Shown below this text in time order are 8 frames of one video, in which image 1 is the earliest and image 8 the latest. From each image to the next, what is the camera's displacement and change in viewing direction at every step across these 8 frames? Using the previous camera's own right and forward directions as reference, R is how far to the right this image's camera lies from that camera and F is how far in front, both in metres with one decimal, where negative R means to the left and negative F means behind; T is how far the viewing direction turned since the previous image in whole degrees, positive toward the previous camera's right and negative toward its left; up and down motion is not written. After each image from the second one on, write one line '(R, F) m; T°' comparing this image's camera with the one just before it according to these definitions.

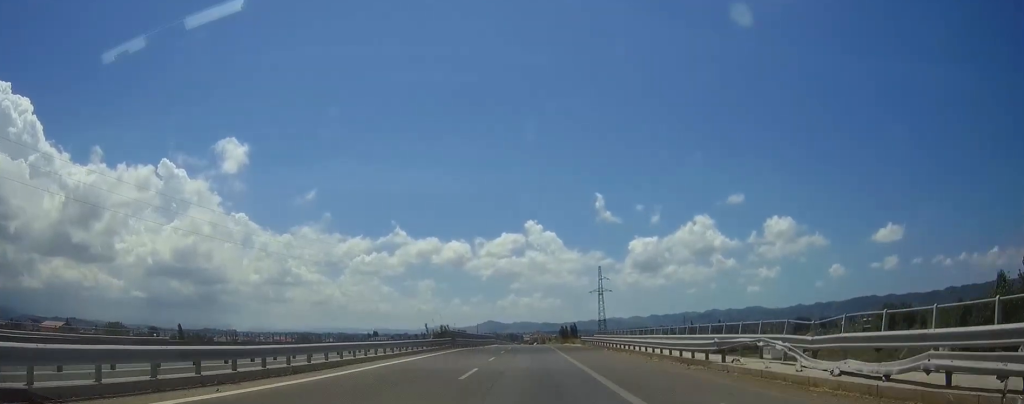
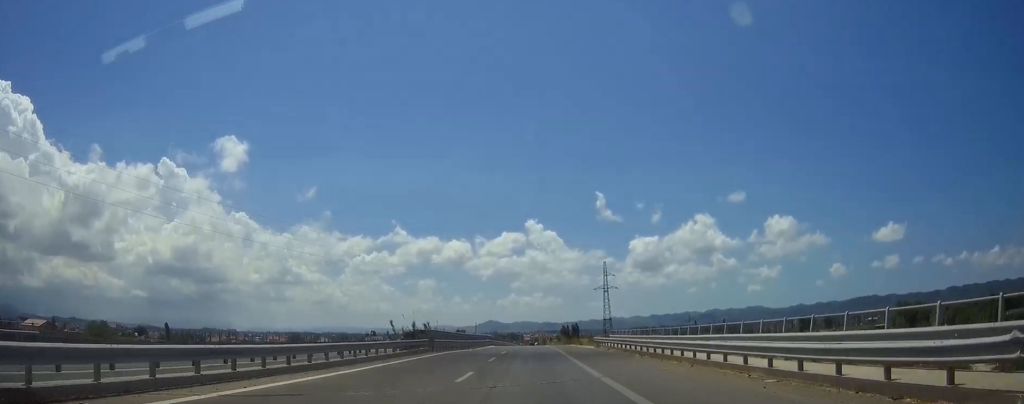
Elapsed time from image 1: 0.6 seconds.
(0.0, +13.6) m; 0°
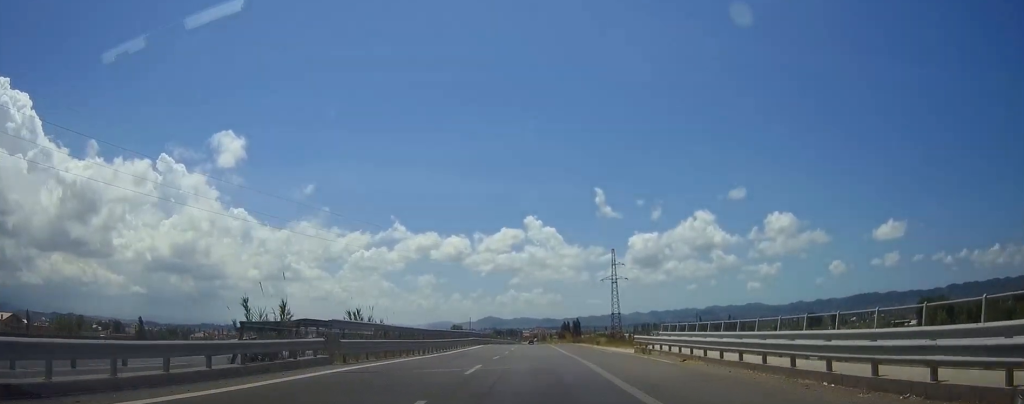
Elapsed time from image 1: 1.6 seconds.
(+0.1, +23.0) m; 0°
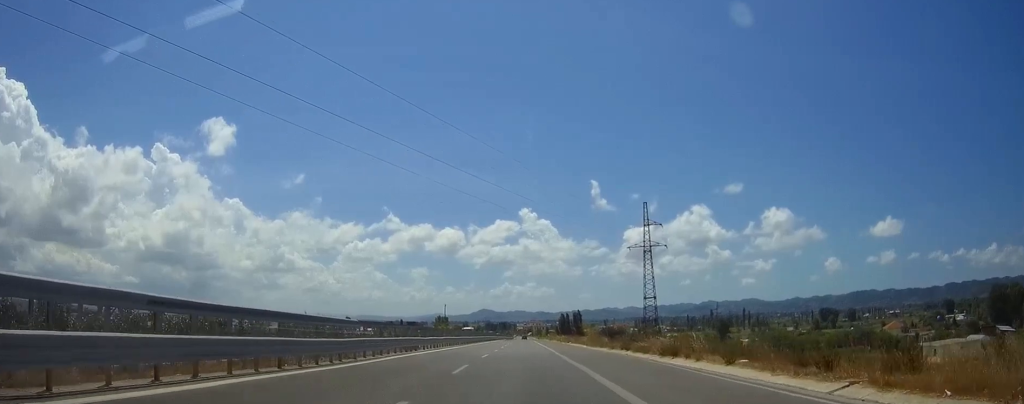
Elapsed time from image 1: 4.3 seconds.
(+0.3, +63.8) m; 0°
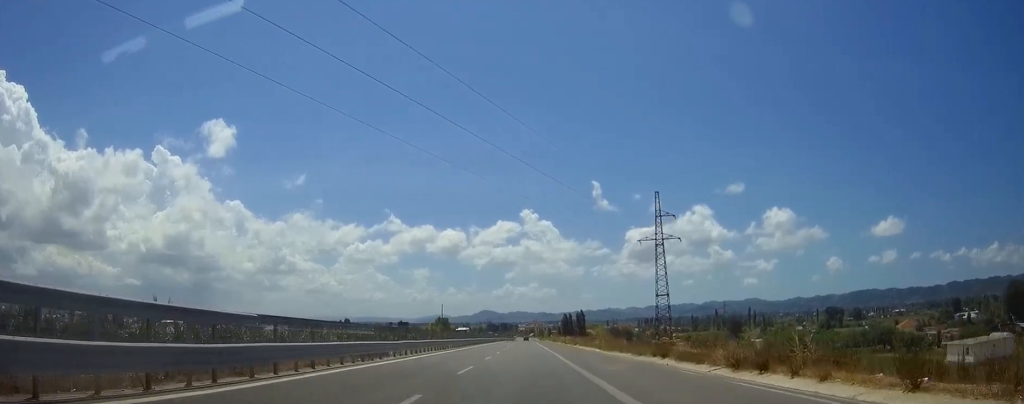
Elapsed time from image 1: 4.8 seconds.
(0.0, +11.2) m; 0°
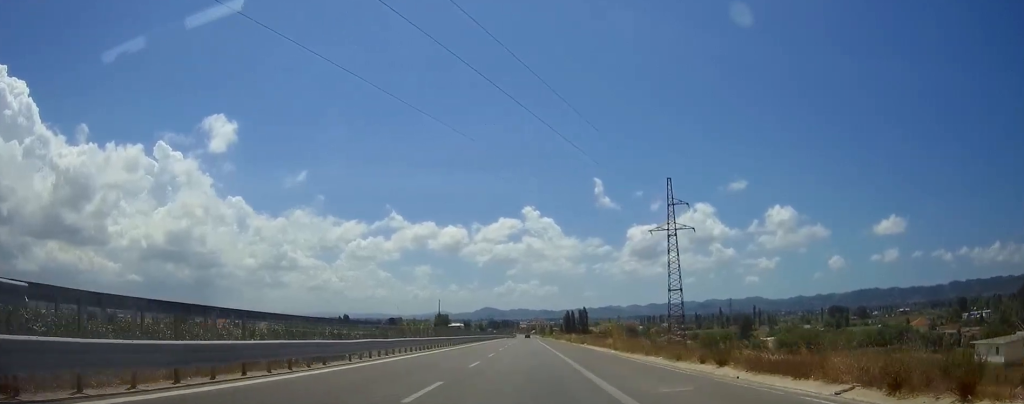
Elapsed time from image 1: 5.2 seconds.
(0.0, +9.4) m; 0°
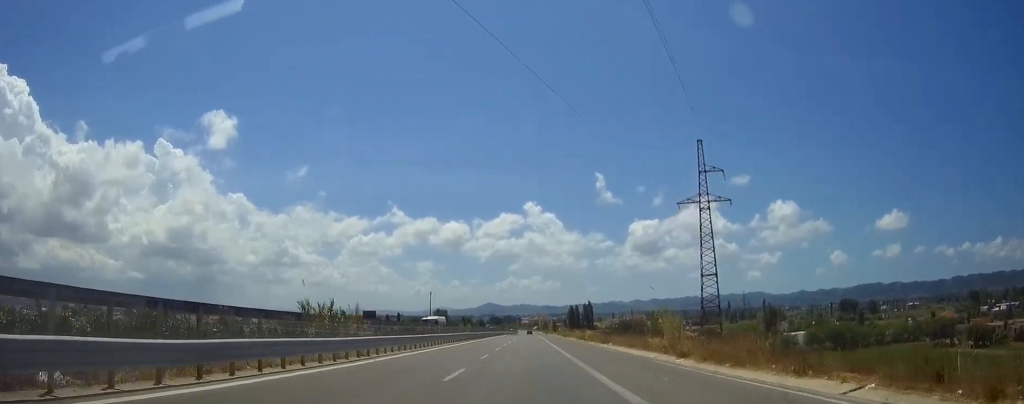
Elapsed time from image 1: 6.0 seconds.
(-0.1, +20.4) m; 0°
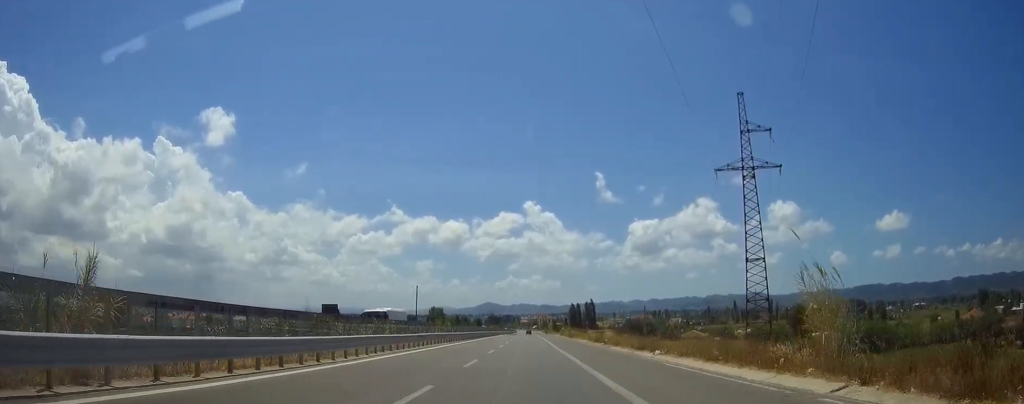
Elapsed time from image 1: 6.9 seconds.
(-0.1, +19.8) m; 0°
